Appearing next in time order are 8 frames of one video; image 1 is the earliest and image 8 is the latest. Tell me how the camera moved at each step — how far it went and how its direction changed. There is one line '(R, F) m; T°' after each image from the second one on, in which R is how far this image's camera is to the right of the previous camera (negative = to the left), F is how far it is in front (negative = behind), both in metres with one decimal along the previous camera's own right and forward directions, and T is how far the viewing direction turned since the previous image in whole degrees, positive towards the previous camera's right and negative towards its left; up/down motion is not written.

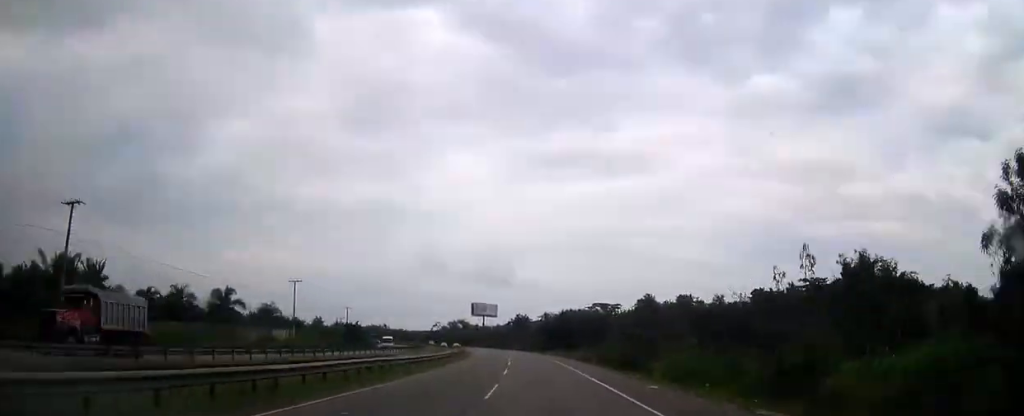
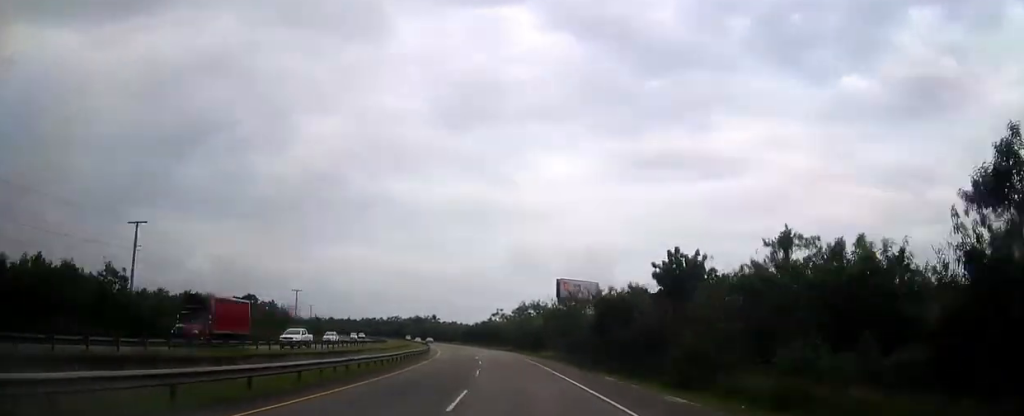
(-6.7, +118.8) m; -9°
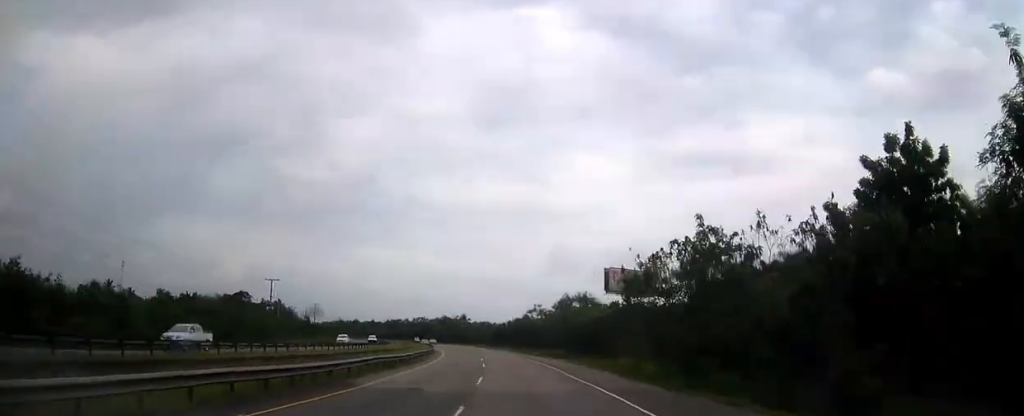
(-0.9, +31.2) m; -3°
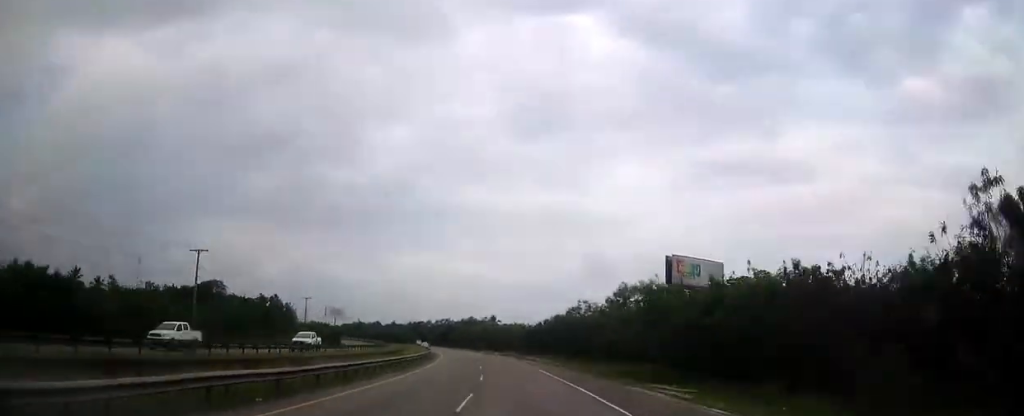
(-0.9, +33.7) m; -4°
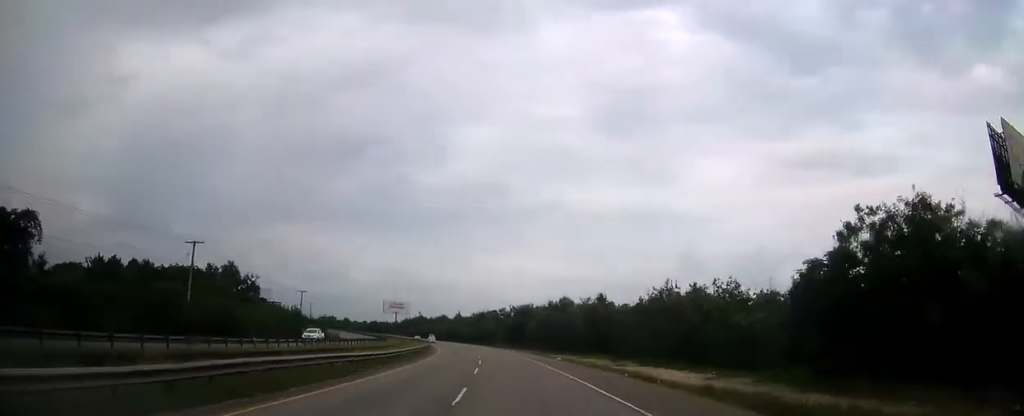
(-6.9, +80.9) m; -9°
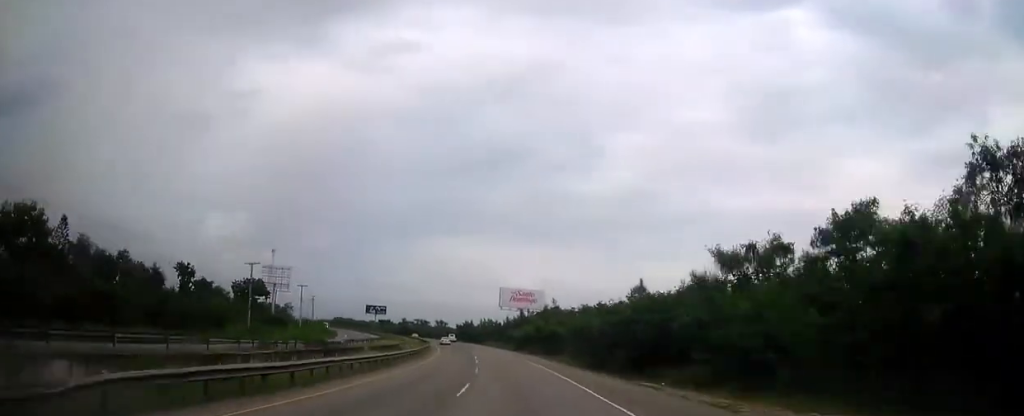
(-18.3, +136.0) m; -15°
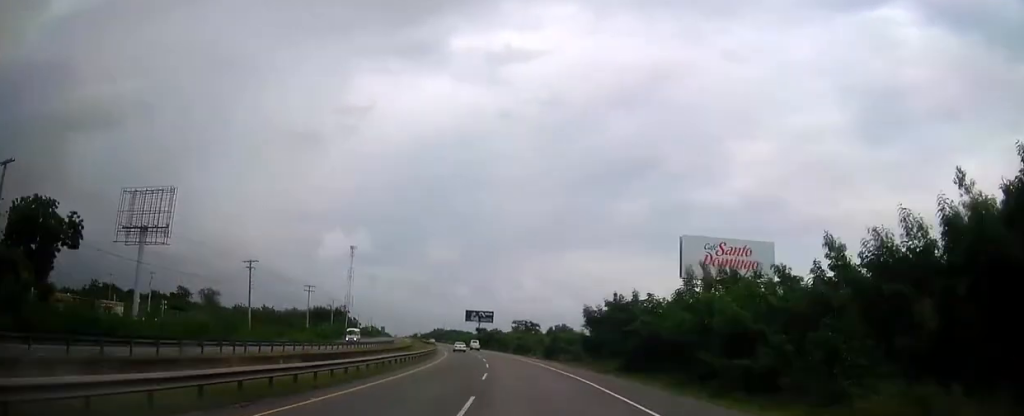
(-11.6, +109.2) m; -12°
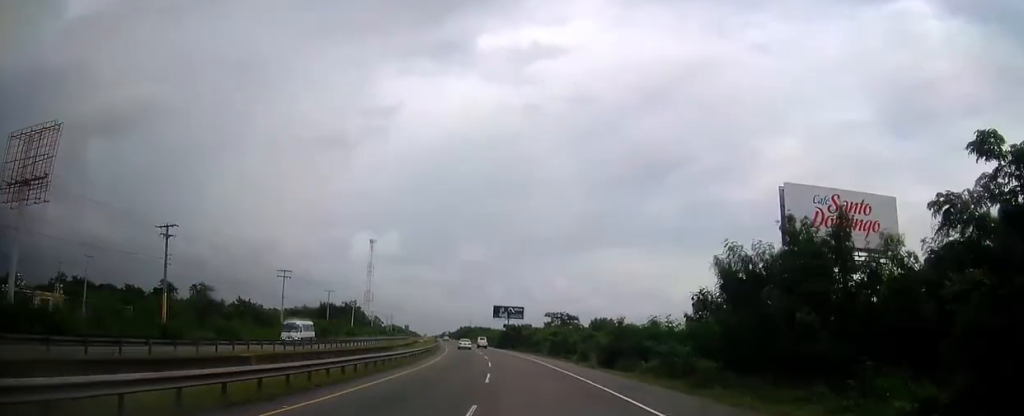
(-1.2, +28.3) m; -3°
